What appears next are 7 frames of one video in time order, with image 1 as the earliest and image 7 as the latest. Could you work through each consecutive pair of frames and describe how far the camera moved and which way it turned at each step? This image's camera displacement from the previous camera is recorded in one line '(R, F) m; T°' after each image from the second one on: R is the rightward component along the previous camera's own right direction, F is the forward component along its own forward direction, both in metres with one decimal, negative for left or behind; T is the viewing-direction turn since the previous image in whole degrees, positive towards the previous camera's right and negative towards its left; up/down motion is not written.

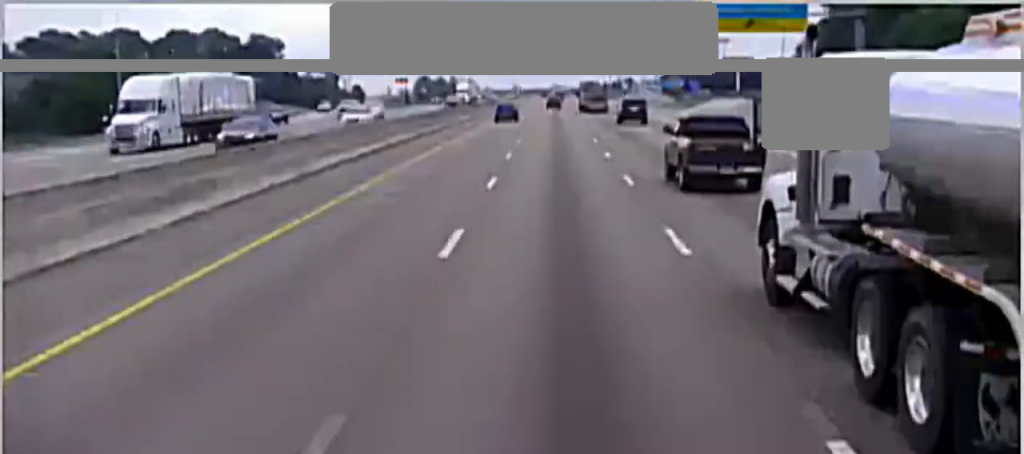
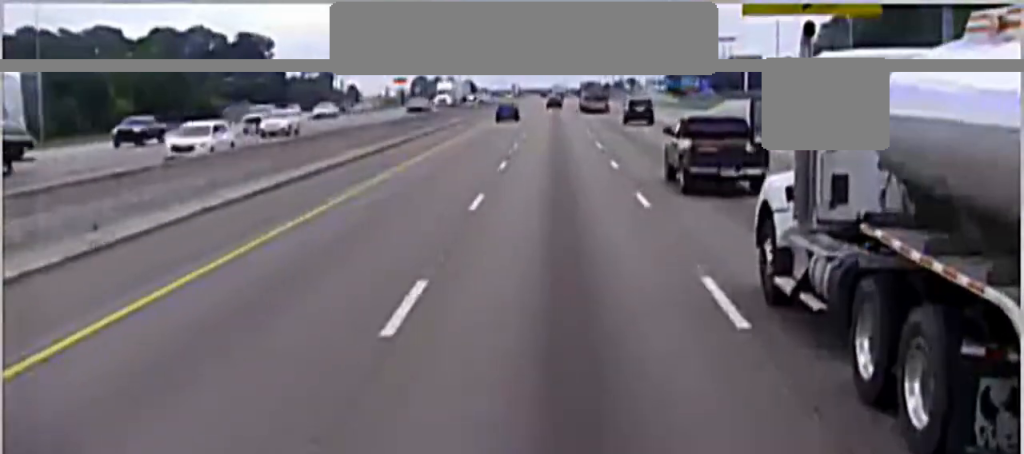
(0.0, +16.0) m; 0°
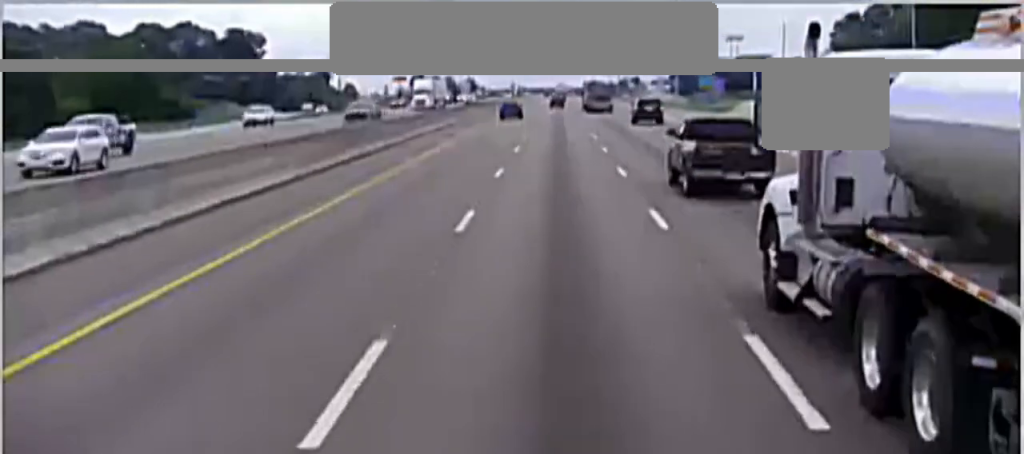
(0.0, +14.7) m; 0°
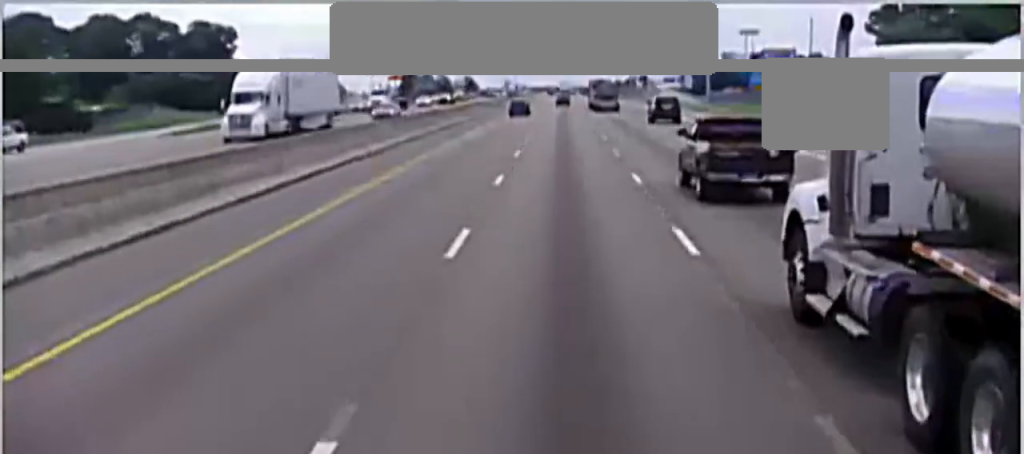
(-0.1, +40.3) m; 0°
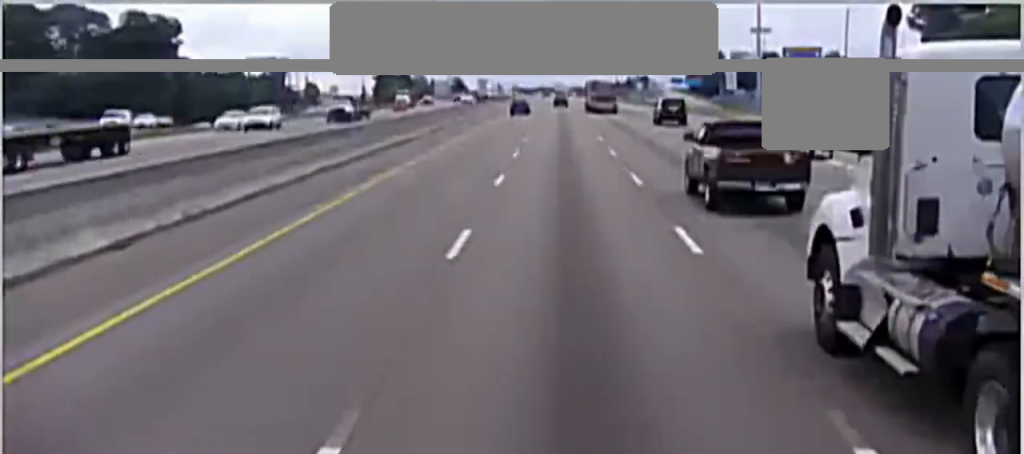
(+0.1, +54.1) m; 0°
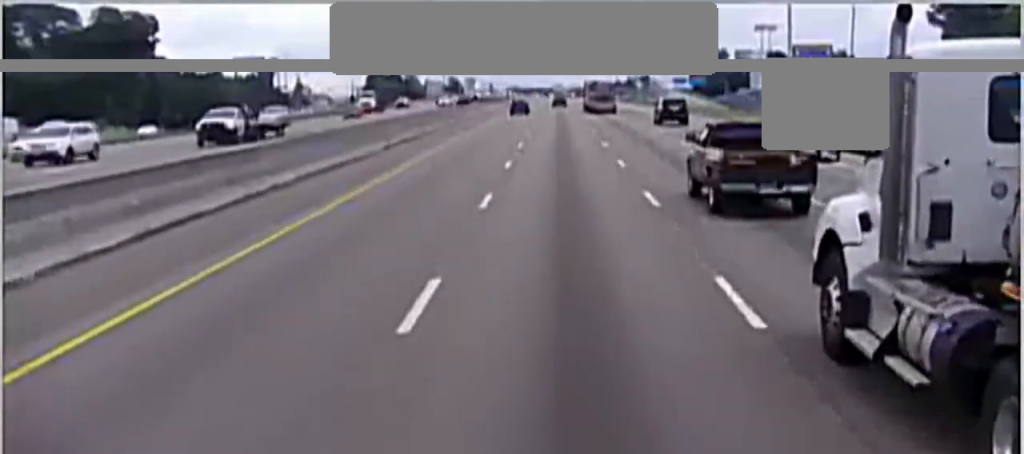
(0.0, +21.1) m; 0°
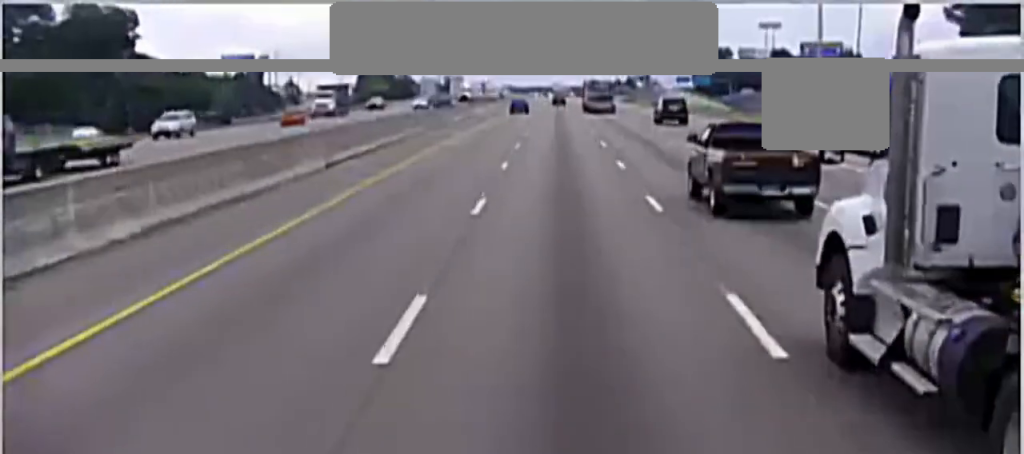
(0.0, +15.5) m; 0°
